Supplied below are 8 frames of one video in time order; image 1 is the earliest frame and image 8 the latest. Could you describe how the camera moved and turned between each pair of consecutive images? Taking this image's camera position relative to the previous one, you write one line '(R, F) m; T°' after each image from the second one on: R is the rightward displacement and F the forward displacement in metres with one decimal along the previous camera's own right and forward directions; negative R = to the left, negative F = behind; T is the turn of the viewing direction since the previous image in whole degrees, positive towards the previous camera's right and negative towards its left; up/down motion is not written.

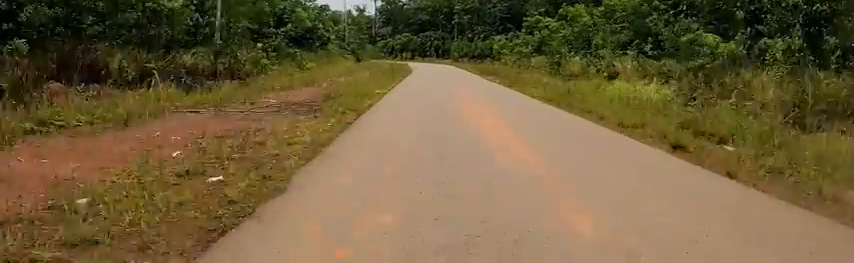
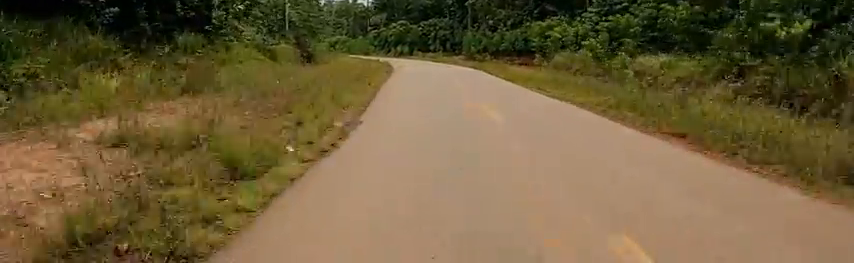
(-0.9, +31.0) m; -11°
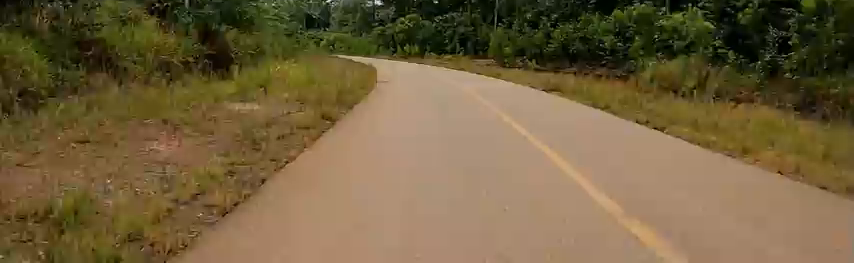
(-1.5, +18.2) m; -4°
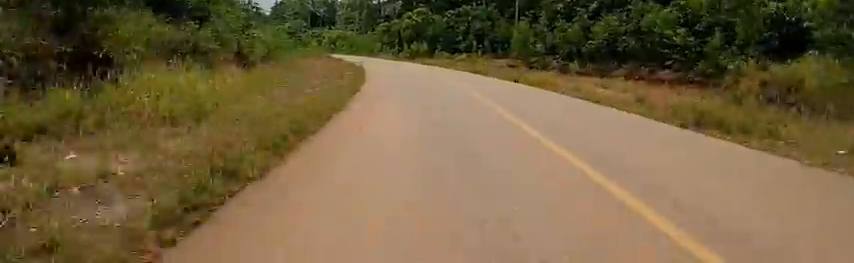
(+0.2, +9.7) m; +1°
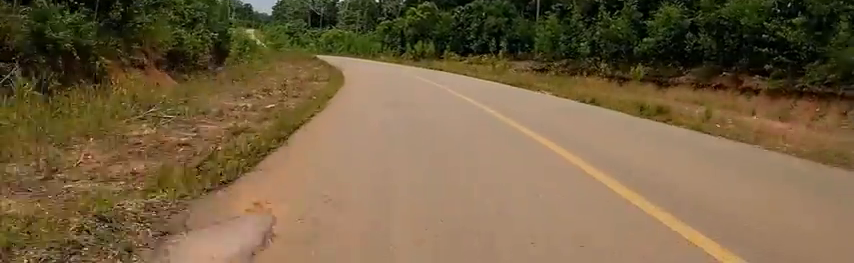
(0.0, +8.9) m; 0°
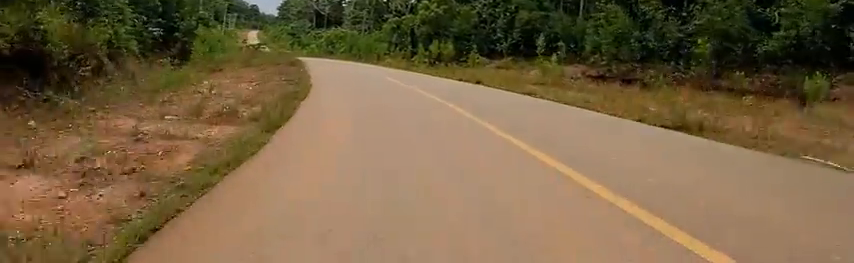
(0.0, +10.8) m; 0°
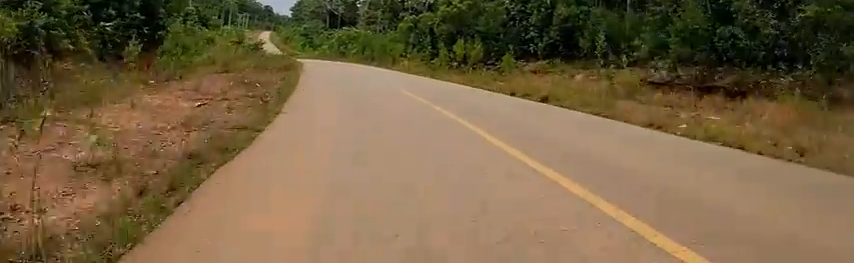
(0.0, +6.3) m; 0°
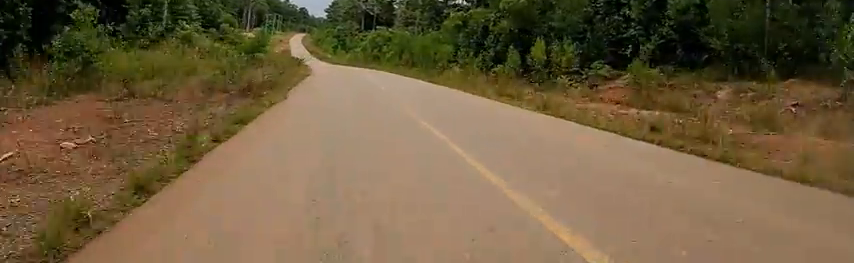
(0.0, +10.9) m; -5°
